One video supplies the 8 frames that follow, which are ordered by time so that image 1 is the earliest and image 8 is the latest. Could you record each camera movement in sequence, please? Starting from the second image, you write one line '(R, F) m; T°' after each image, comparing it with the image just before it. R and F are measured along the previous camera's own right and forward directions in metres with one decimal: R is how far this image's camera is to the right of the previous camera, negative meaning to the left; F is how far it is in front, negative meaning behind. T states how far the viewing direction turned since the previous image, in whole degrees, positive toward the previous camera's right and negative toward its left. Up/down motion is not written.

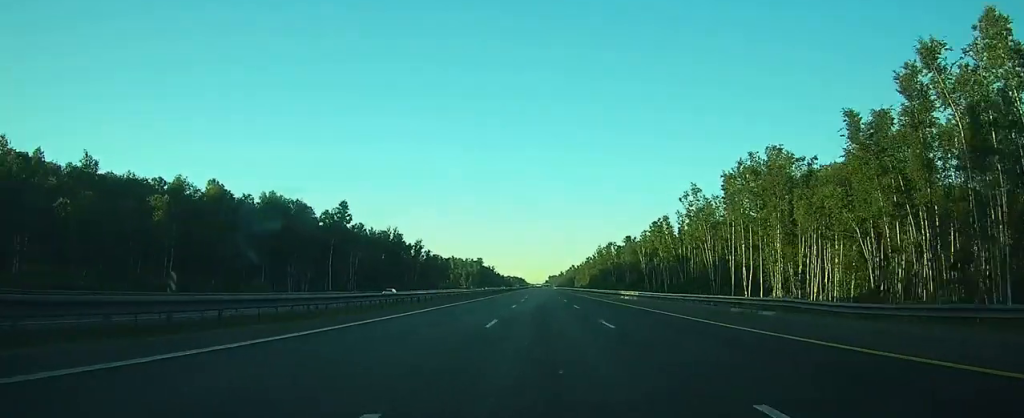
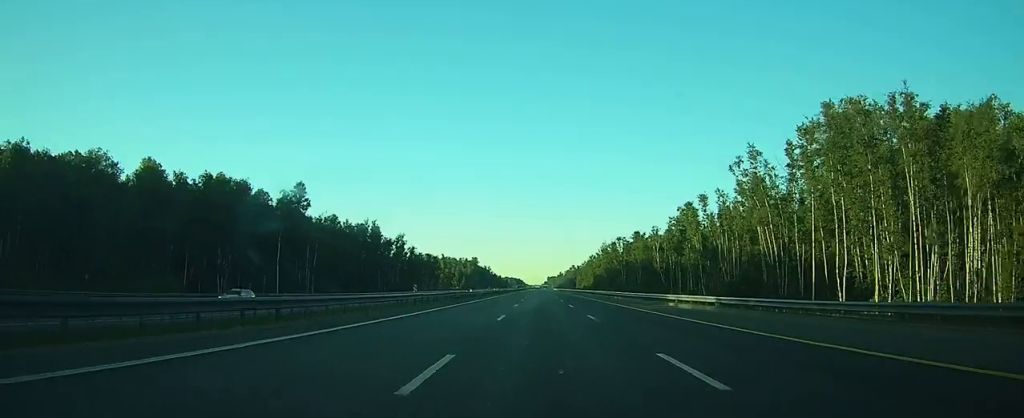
(0.0, +27.1) m; 0°
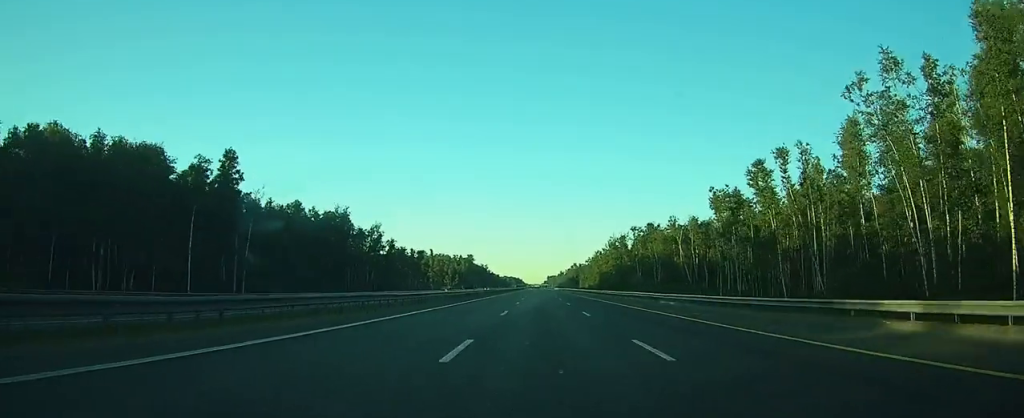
(0.0, +29.2) m; 0°
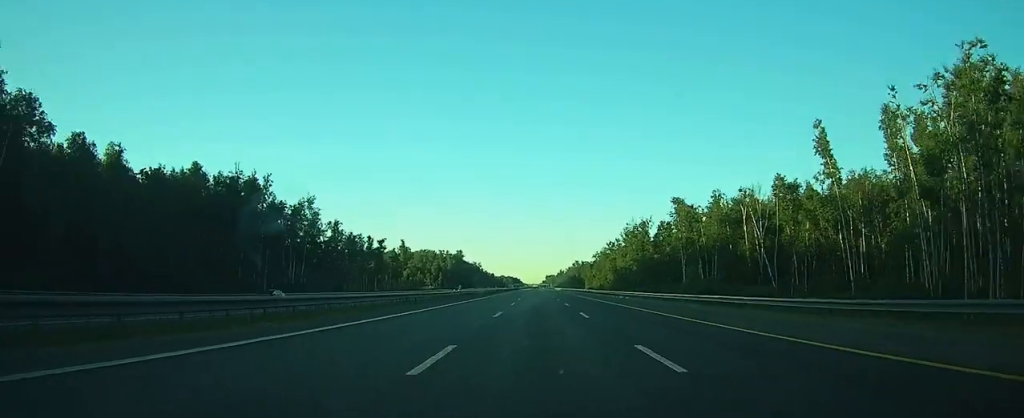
(+0.2, +49.6) m; 0°
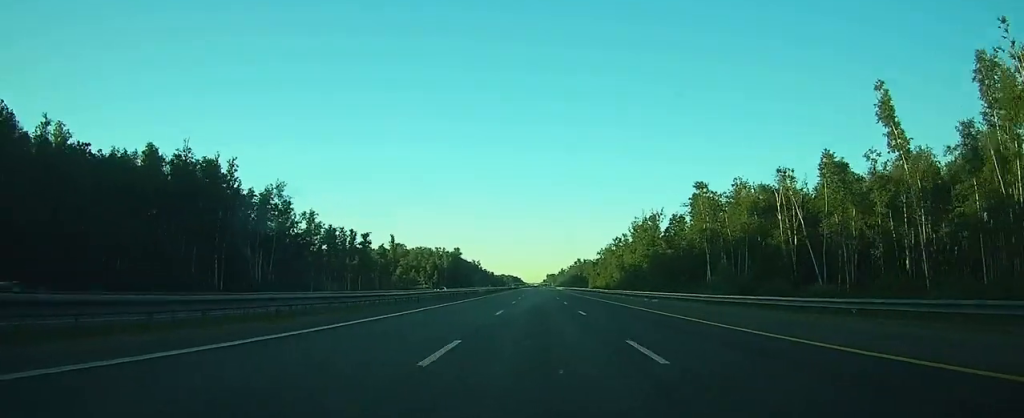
(0.0, +15.0) m; 0°
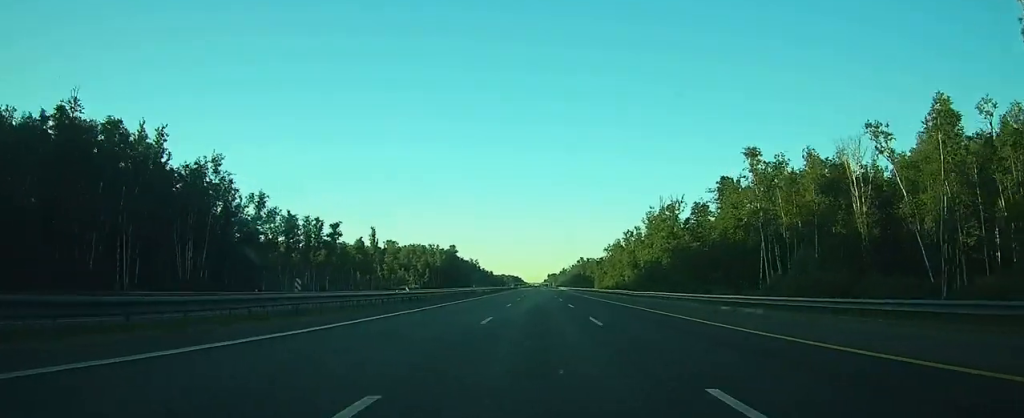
(0.0, +22.5) m; 0°
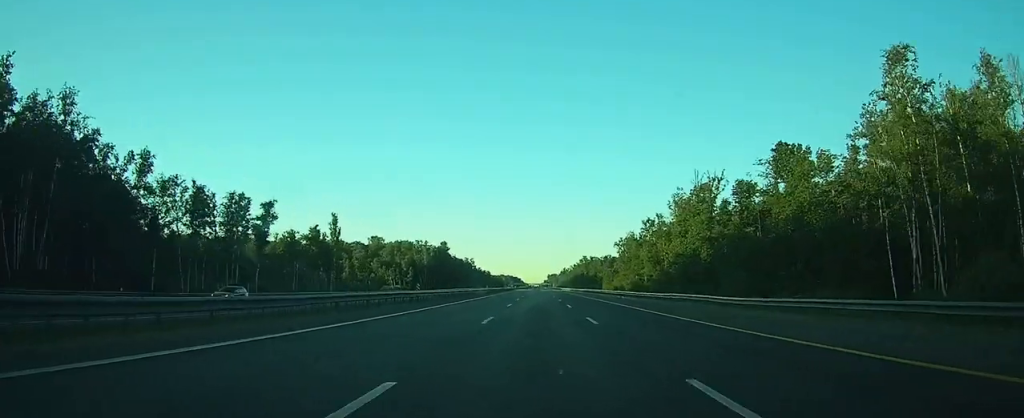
(0.0, +31.0) m; 0°
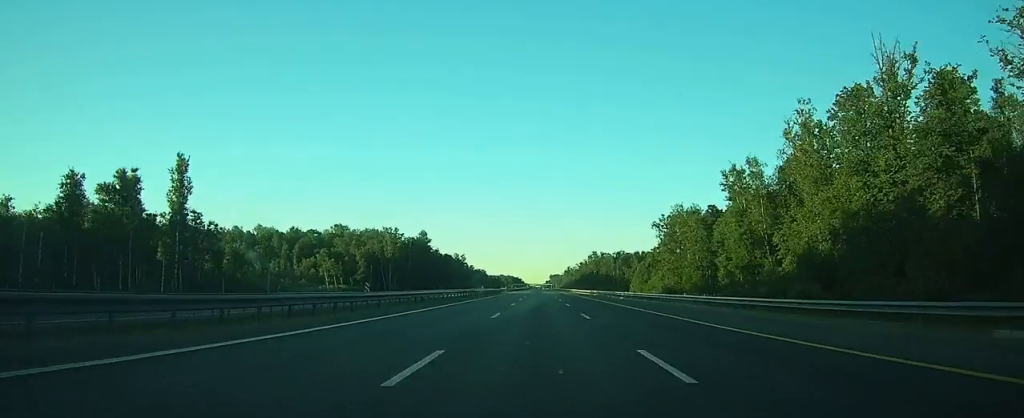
(-0.3, +59.9) m; 0°
